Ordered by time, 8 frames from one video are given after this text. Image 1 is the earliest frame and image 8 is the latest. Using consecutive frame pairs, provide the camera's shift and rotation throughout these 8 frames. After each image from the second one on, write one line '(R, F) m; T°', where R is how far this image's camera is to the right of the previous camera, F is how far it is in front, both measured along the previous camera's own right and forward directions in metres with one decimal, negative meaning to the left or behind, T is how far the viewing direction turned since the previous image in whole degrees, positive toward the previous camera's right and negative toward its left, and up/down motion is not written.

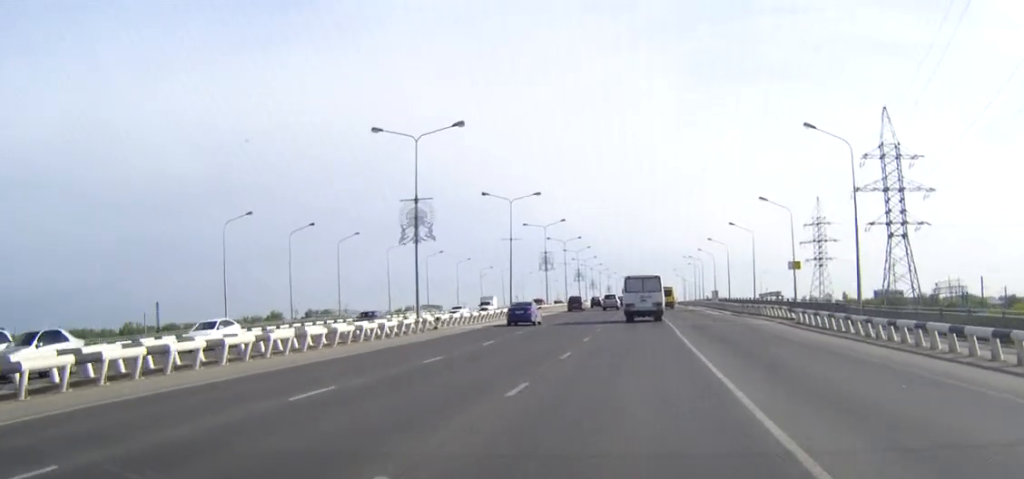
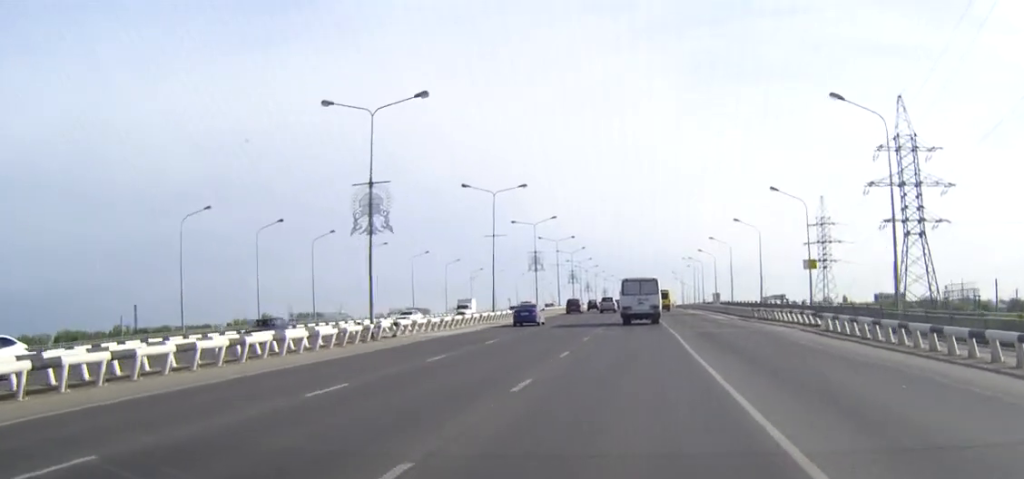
(0.0, +7.6) m; 0°
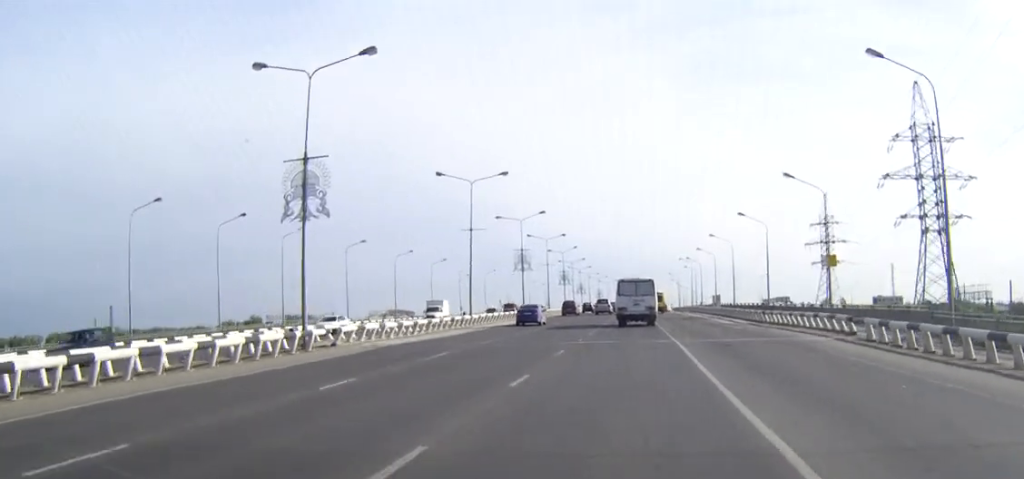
(0.0, +7.6) m; 0°
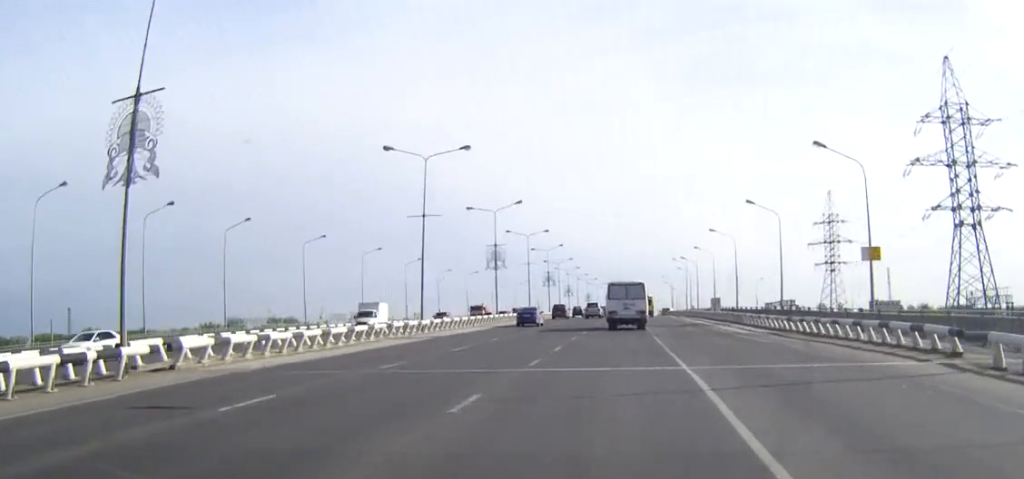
(+0.1, +11.8) m; 0°
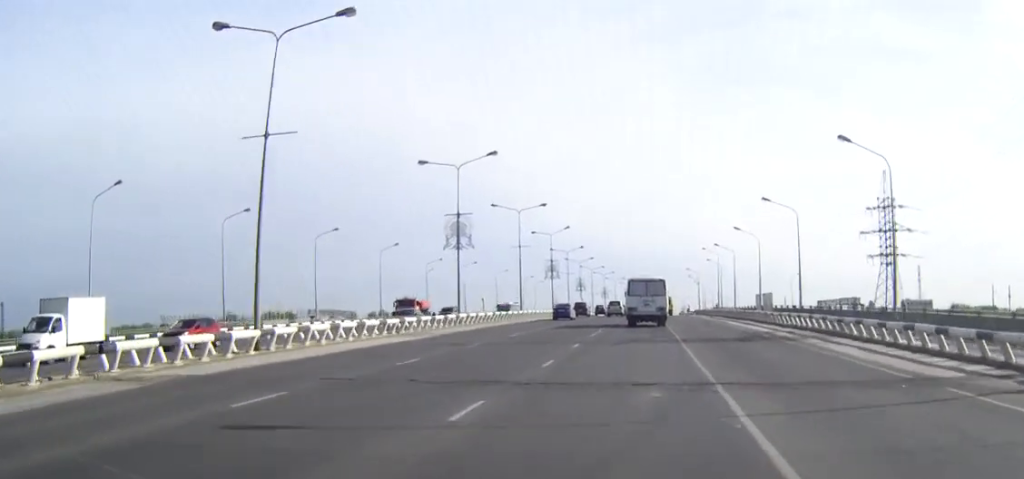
(-0.2, +25.3) m; -1°
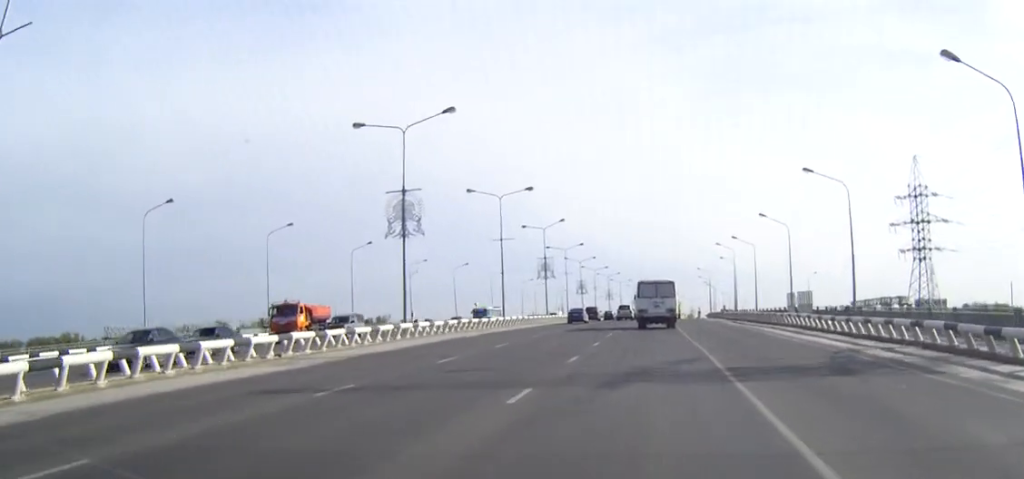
(-0.1, +14.6) m; 0°
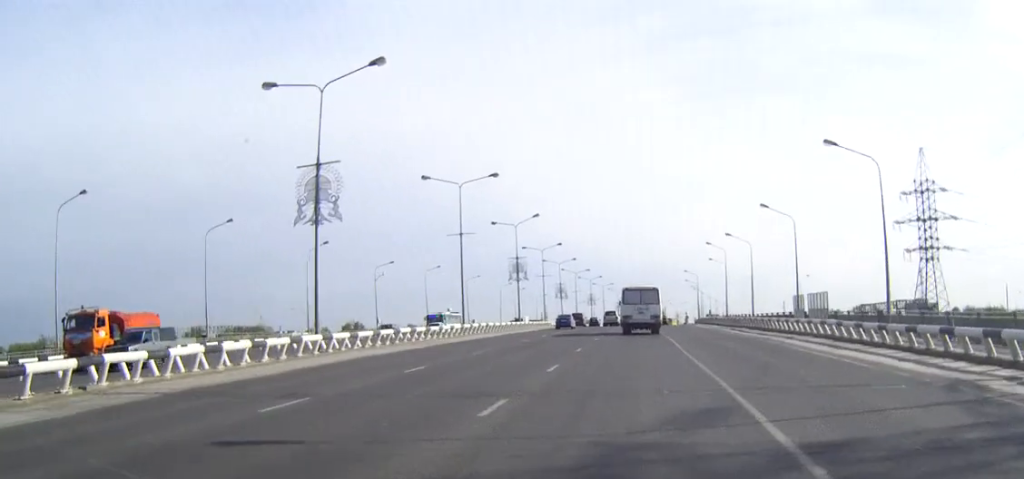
(0.0, +10.1) m; +1°
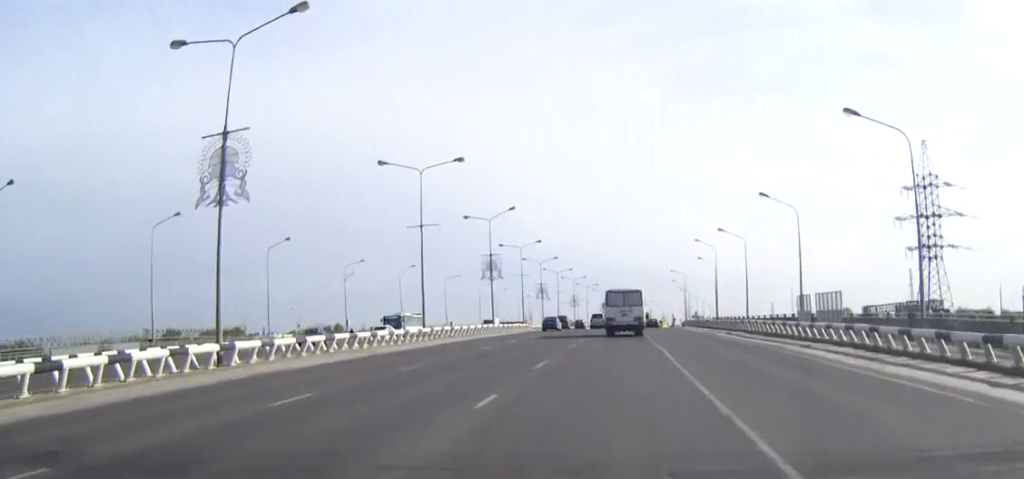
(0.0, +7.1) m; +1°
